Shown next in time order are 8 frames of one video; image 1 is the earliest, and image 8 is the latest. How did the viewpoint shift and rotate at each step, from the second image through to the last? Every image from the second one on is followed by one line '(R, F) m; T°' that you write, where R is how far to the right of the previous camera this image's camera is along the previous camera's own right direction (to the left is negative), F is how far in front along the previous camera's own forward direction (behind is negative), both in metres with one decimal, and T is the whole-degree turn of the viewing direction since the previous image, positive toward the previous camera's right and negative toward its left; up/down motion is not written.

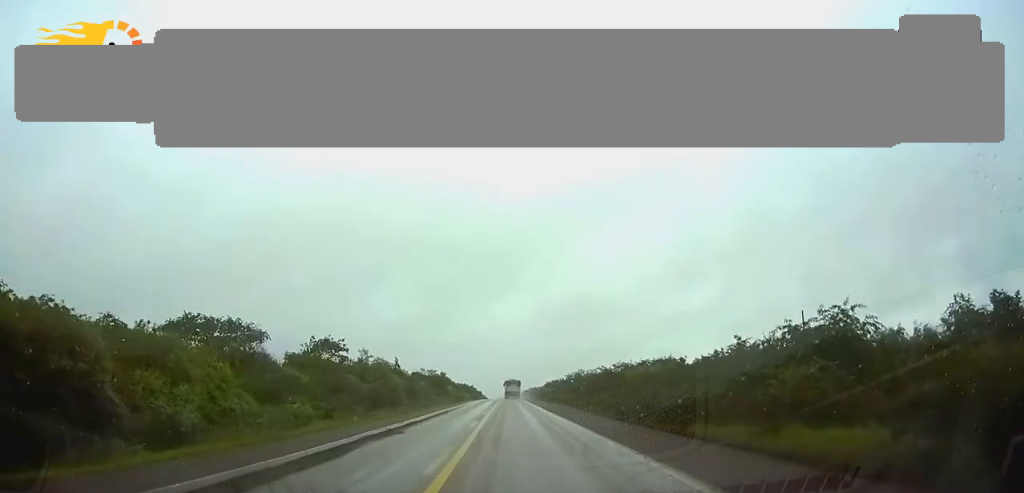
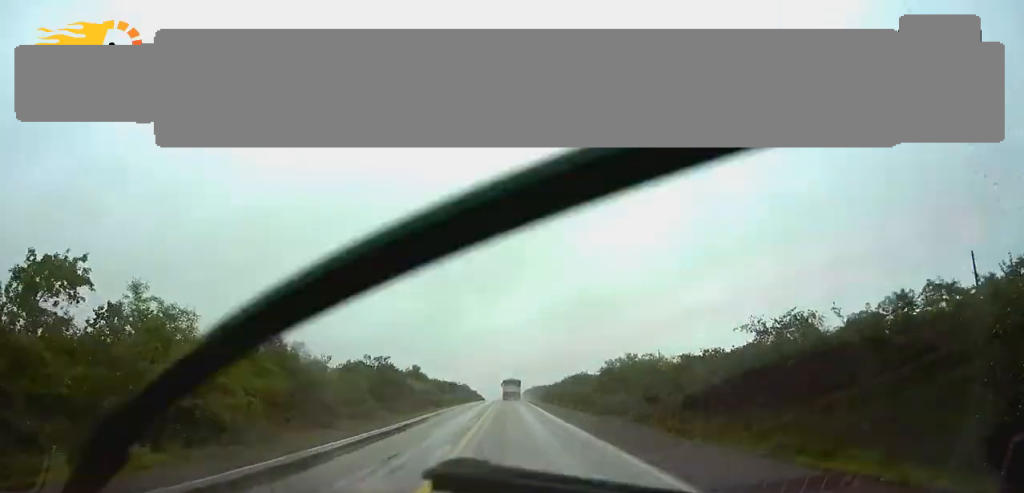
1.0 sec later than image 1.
(0.0, +34.3) m; 0°
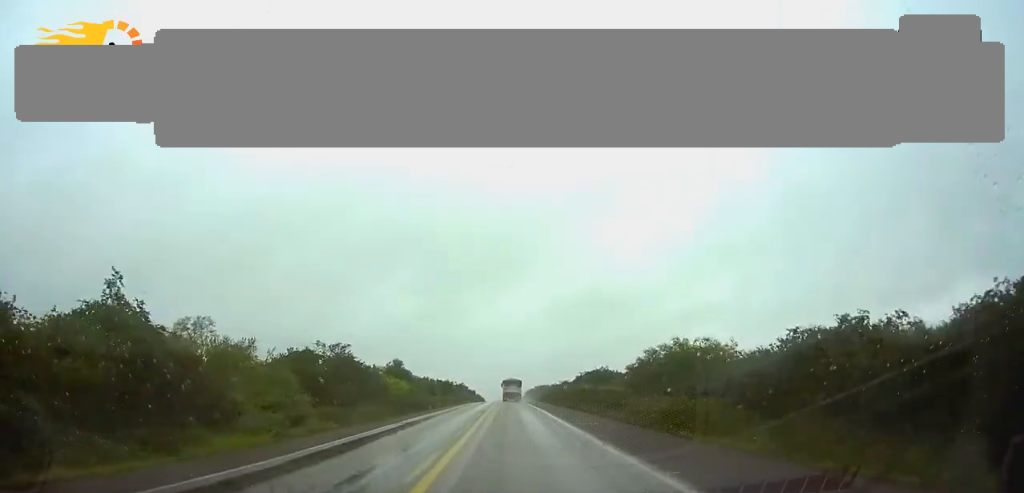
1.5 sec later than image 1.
(0.0, +14.3) m; 0°
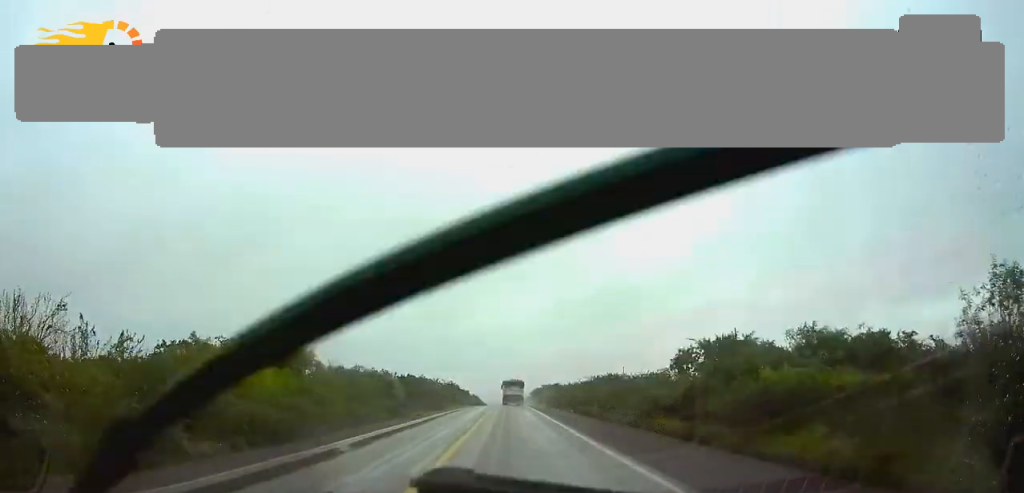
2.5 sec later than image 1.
(0.0, +35.1) m; 0°
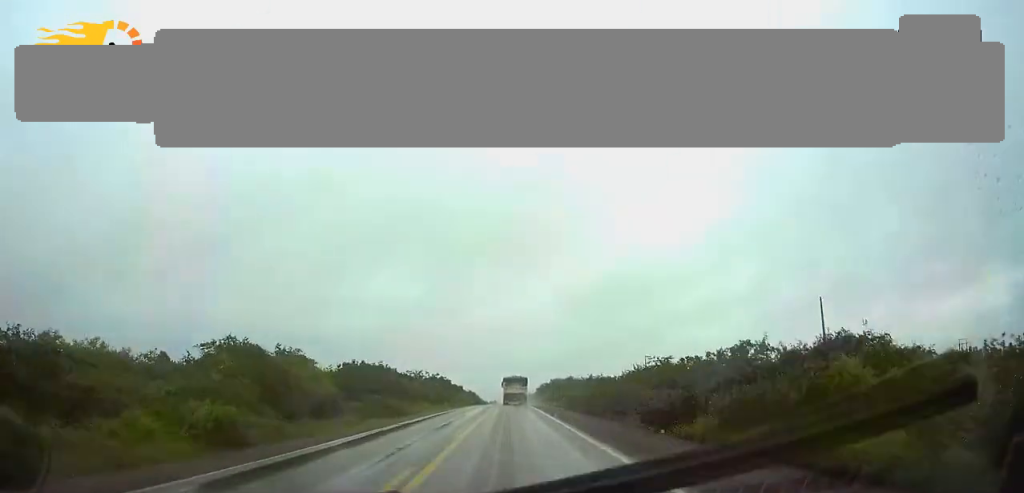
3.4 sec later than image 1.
(+0.1, +28.3) m; 0°
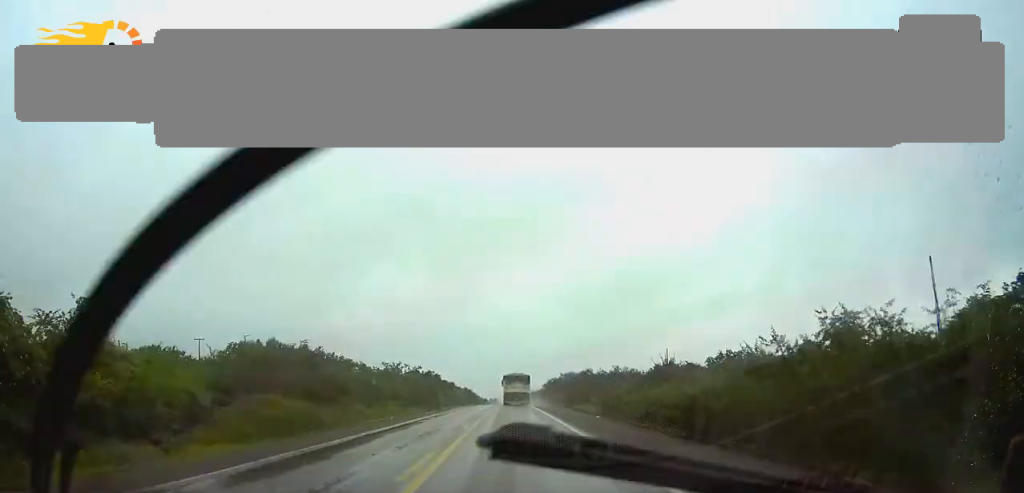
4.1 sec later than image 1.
(0.0, +21.6) m; 0°
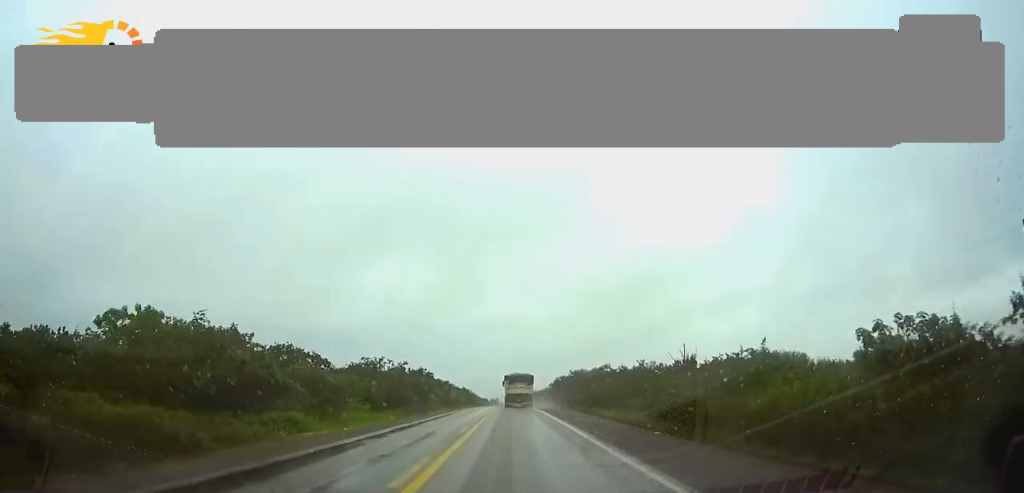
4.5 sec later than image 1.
(-0.1, +12.9) m; 0°
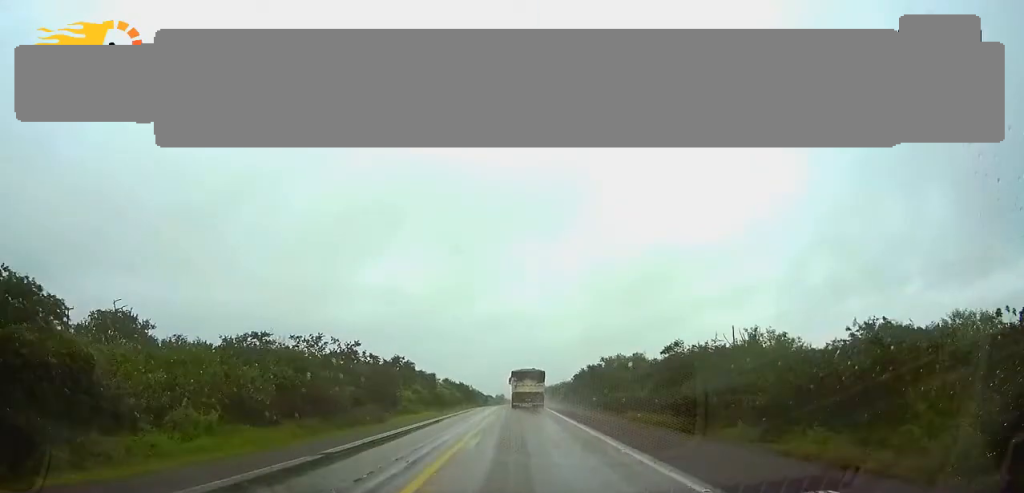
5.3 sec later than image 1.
(0.0, +25.5) m; 0°
